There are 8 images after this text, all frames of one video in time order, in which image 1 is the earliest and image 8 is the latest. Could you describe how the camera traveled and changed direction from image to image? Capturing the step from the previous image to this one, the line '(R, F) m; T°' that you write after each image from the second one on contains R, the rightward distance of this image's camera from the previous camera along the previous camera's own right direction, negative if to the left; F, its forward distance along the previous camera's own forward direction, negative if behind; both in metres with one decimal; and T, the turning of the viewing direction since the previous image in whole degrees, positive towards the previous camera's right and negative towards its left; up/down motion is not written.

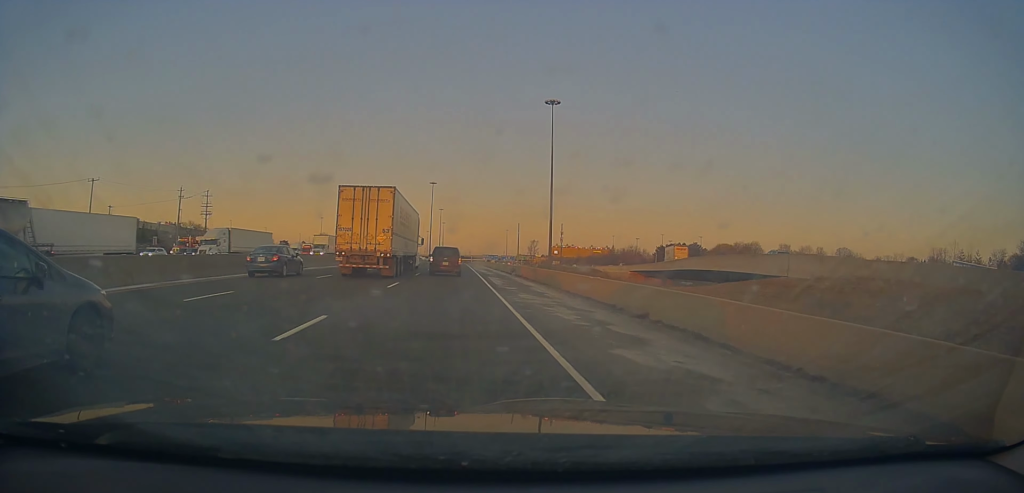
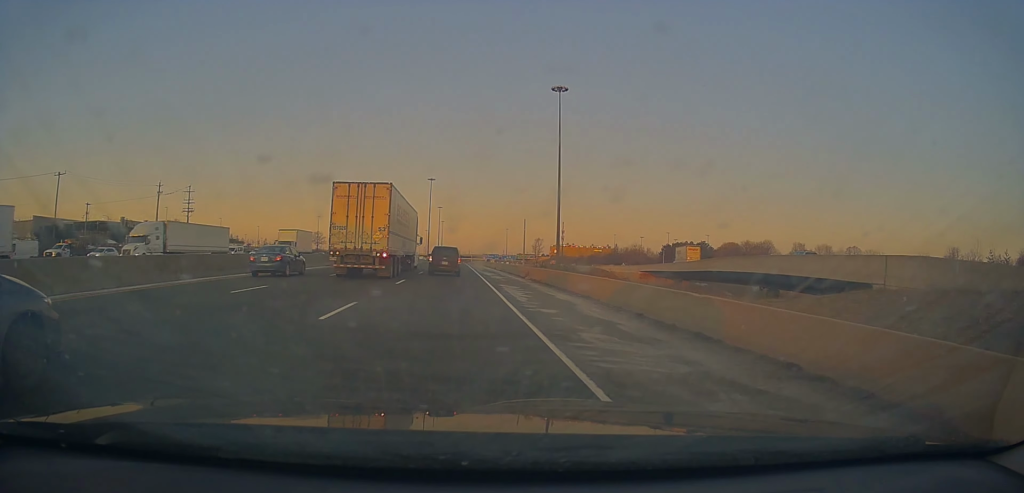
(0.0, +9.8) m; 0°
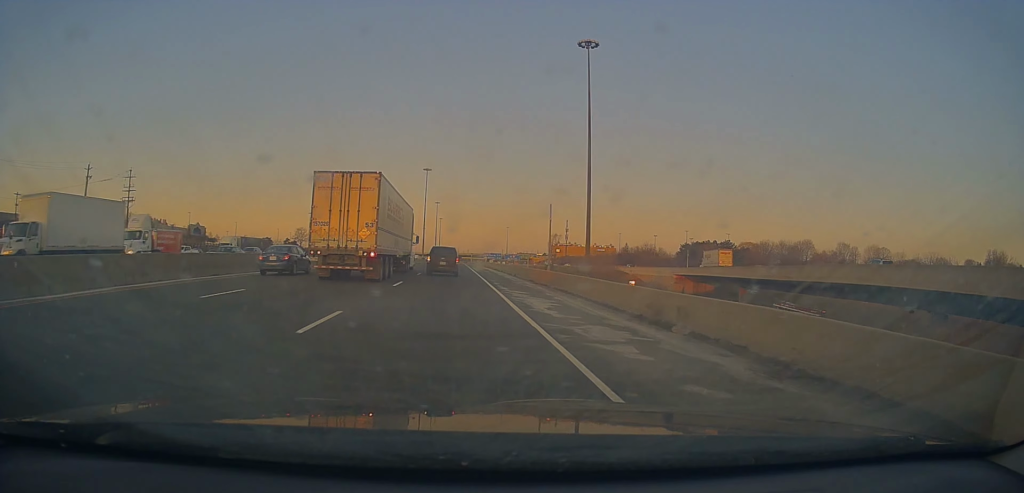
(0.0, +26.2) m; +1°
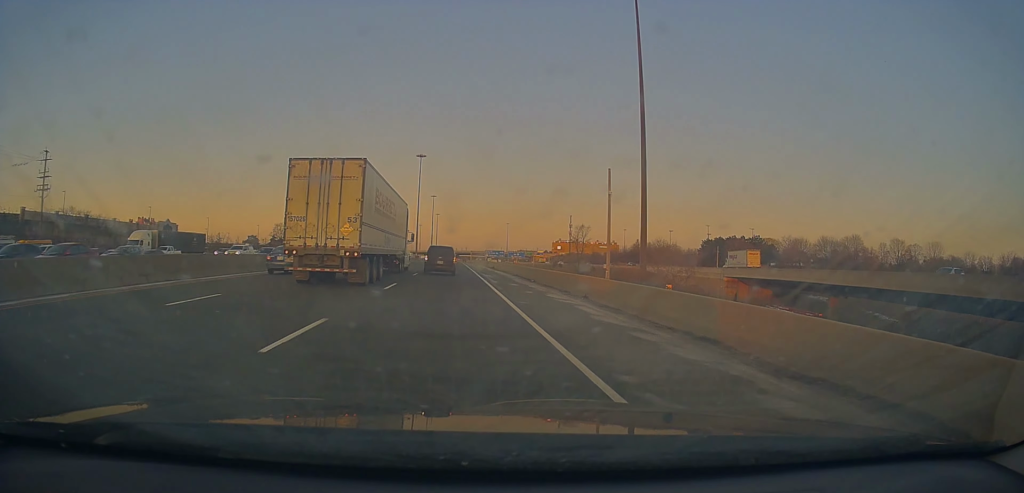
(+0.4, +26.1) m; 0°
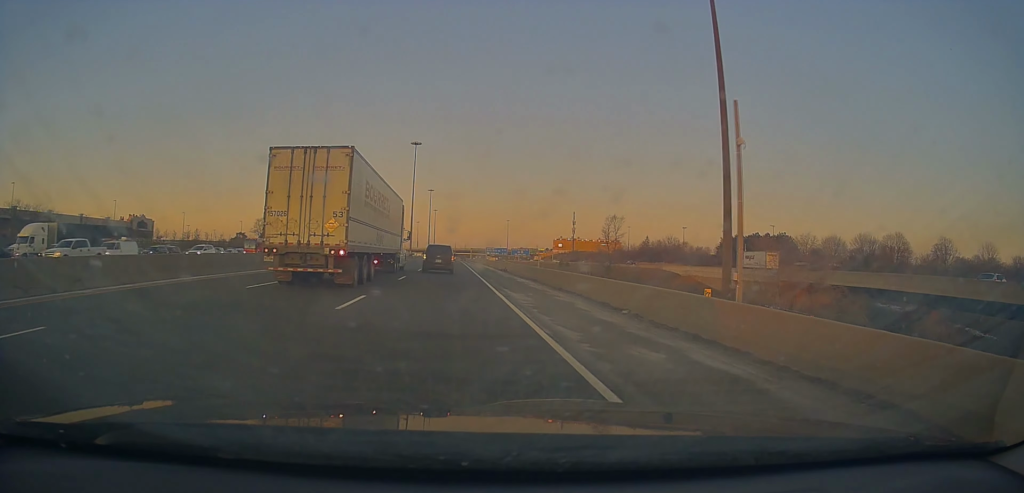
(-0.4, +19.6) m; 0°
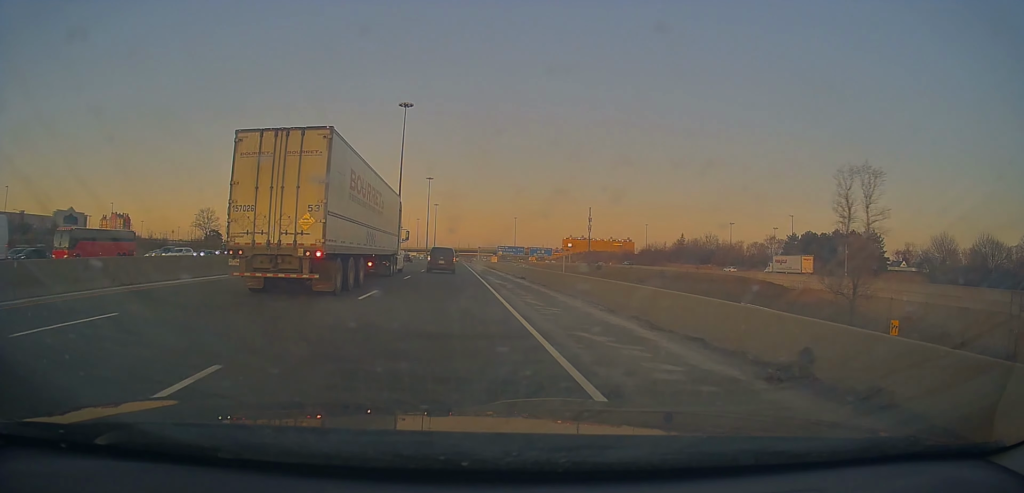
(+0.2, +47.7) m; 0°
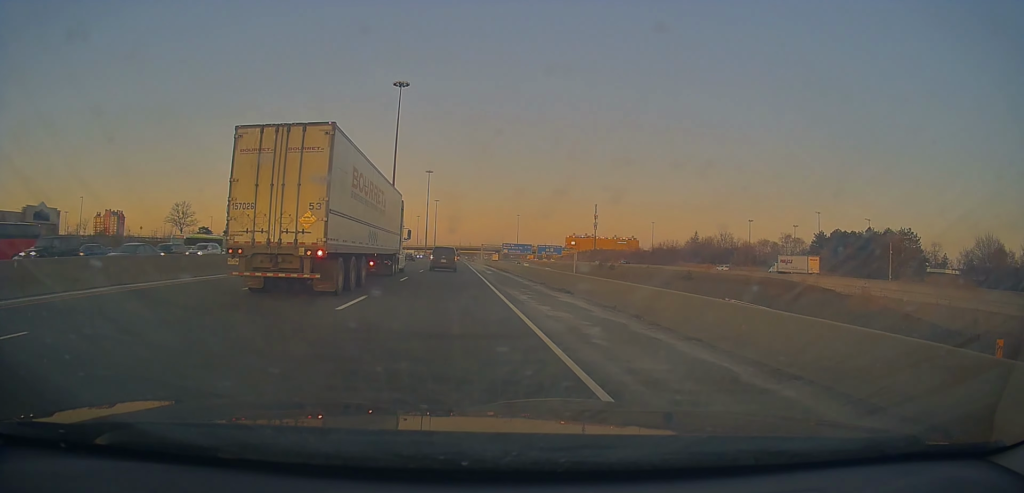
(-0.2, +15.2) m; 0°
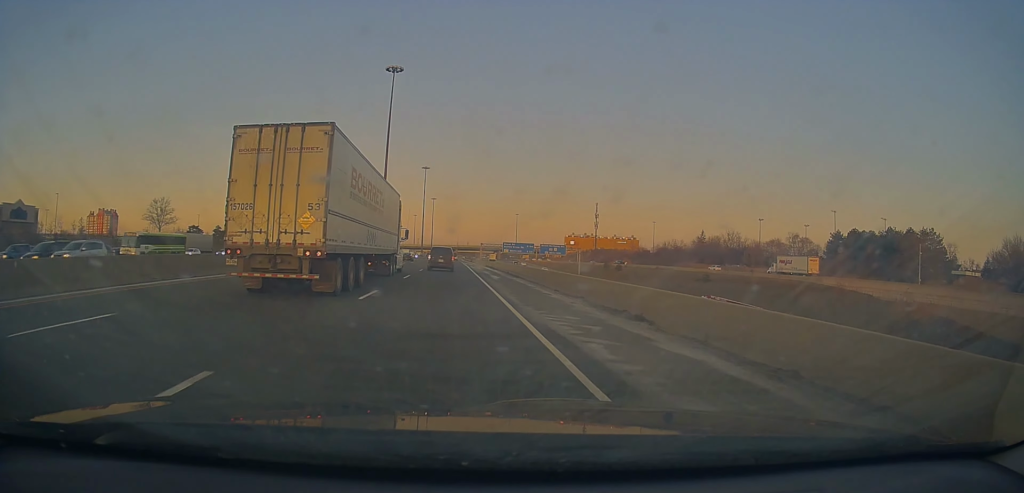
(+0.2, +9.8) m; +1°
